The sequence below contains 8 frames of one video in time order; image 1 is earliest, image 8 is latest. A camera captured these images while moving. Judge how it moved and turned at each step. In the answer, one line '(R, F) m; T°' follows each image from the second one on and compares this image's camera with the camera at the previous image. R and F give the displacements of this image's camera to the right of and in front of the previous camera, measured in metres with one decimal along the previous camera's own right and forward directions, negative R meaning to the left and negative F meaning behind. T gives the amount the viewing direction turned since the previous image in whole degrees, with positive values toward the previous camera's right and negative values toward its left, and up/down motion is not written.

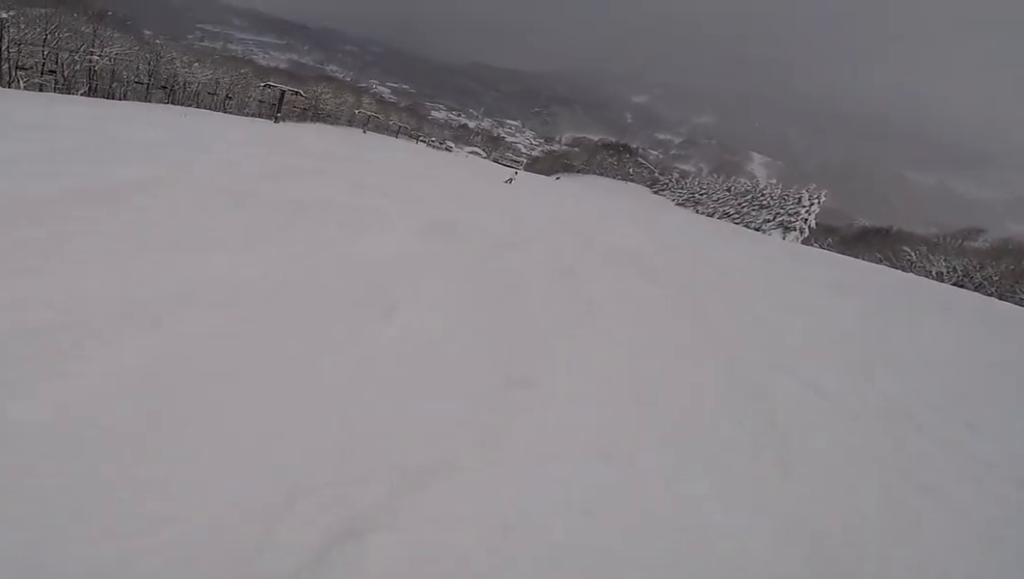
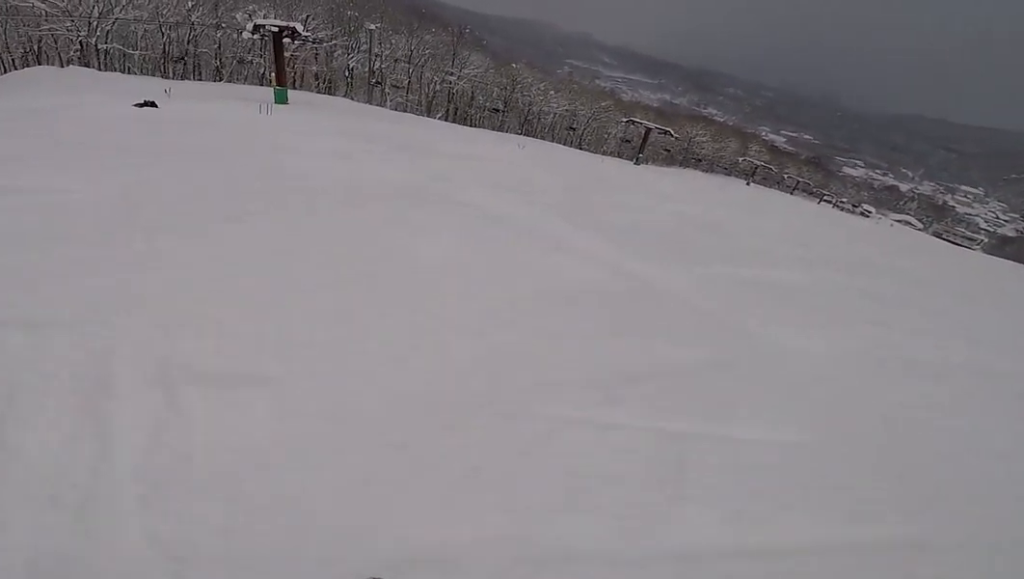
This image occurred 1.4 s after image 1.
(-2.6, +7.6) m; -28°
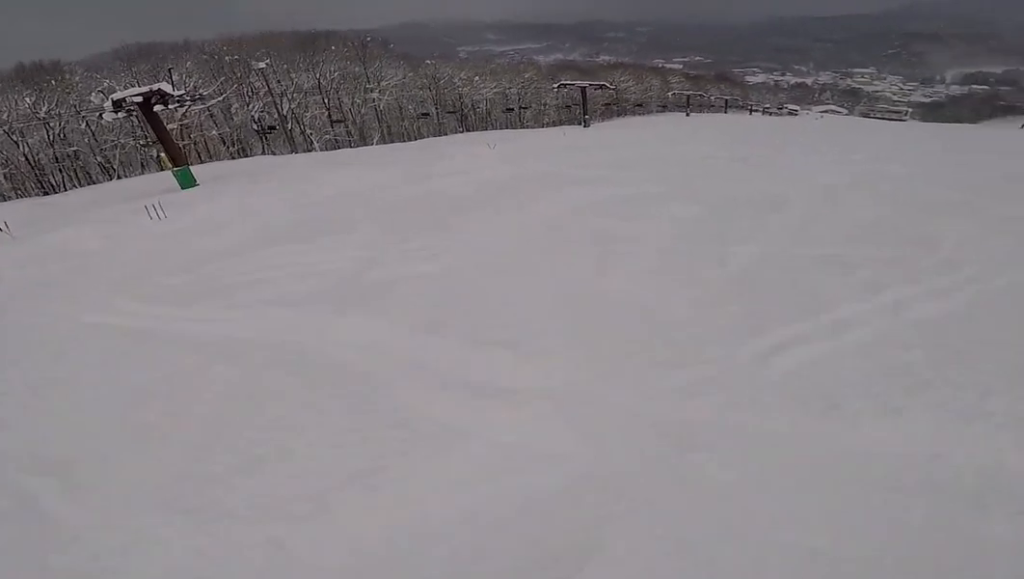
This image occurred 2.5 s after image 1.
(0.0, +7.7) m; +10°
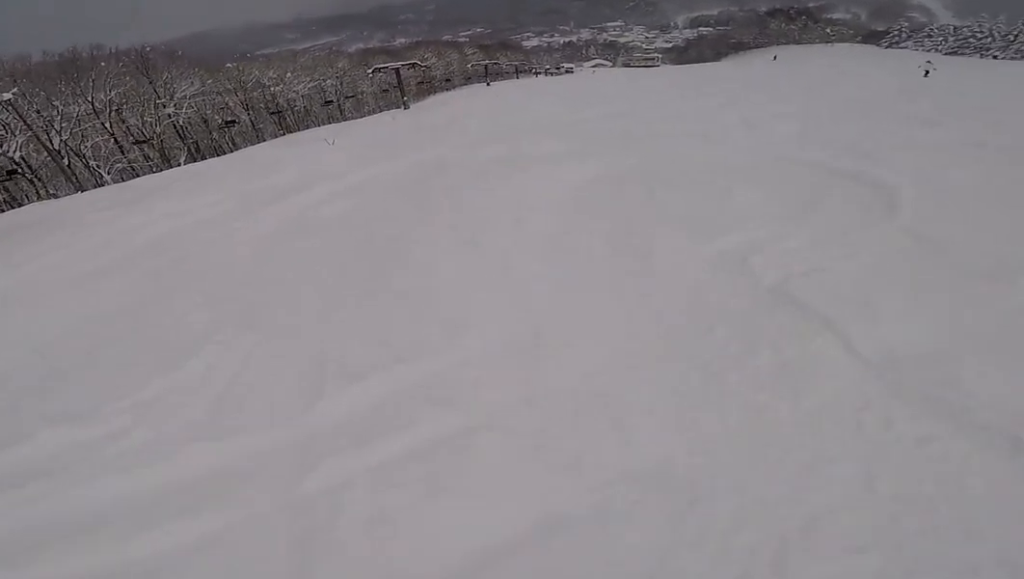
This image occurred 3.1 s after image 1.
(+0.4, +3.9) m; +16°
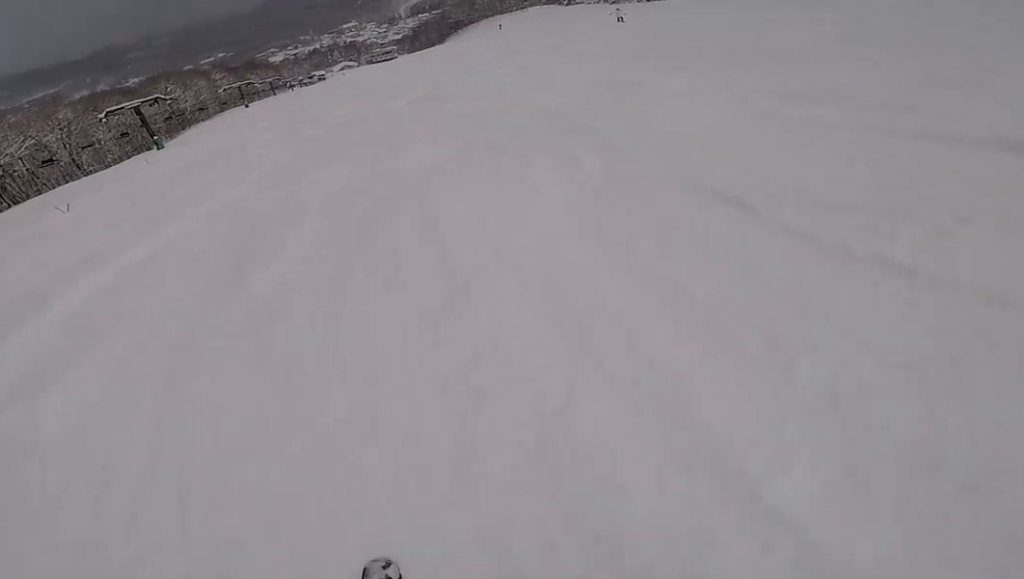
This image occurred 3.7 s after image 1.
(-0.3, +3.7) m; +17°
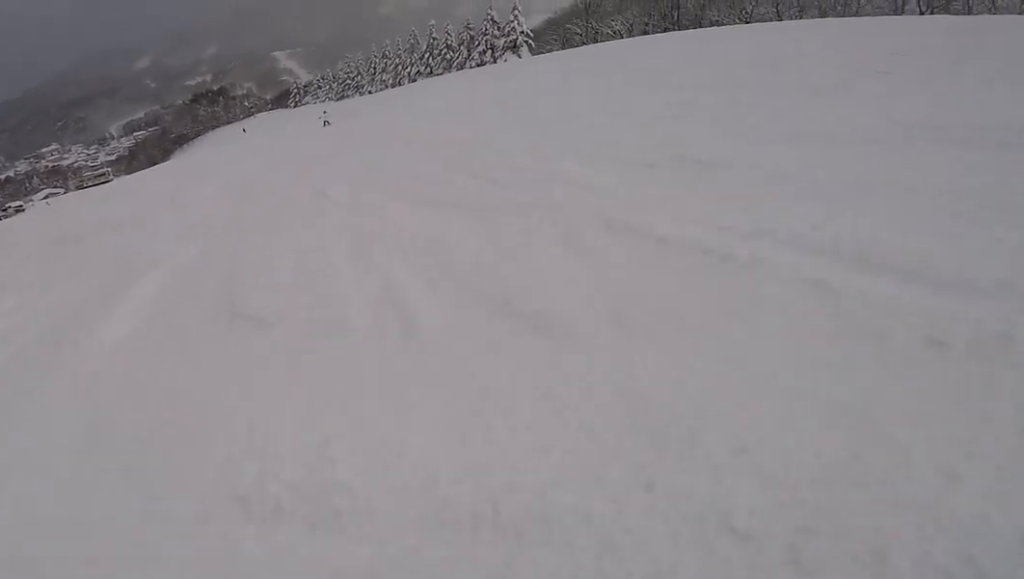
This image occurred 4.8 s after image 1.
(+3.0, +8.2) m; +24°
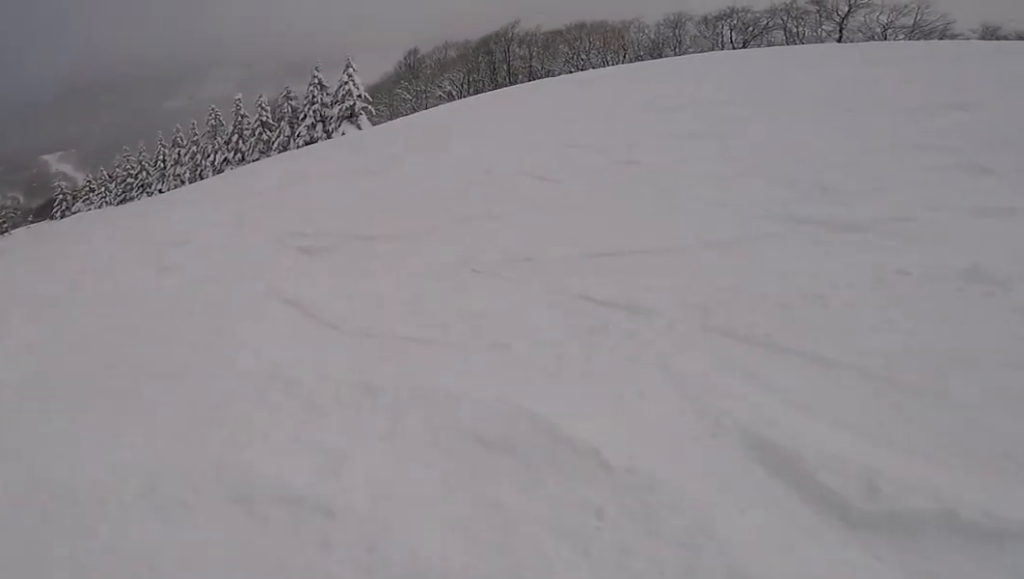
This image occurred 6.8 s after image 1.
(+3.7, +14.0) m; +30°
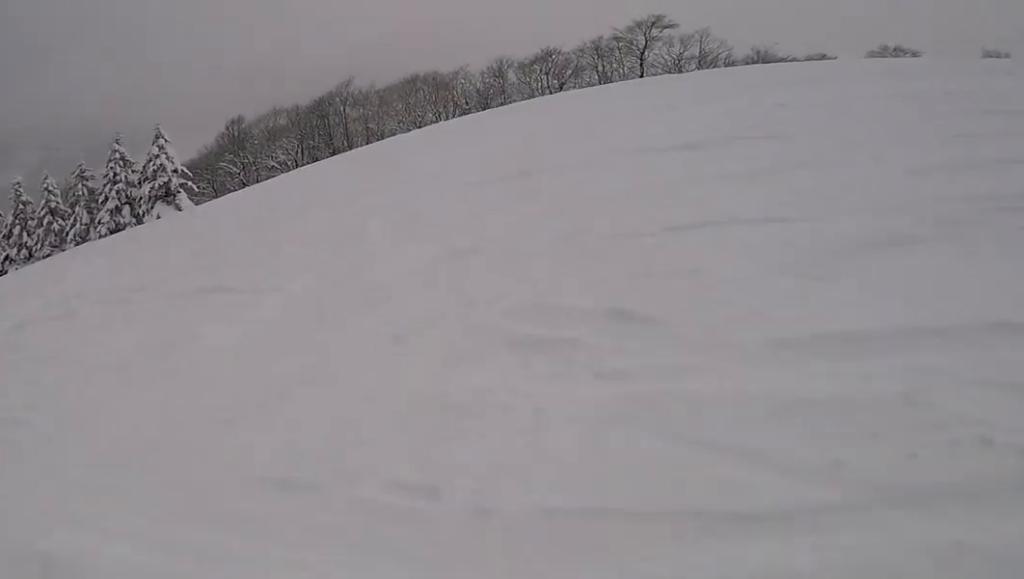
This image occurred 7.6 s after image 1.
(+0.5, +6.5) m; +1°
